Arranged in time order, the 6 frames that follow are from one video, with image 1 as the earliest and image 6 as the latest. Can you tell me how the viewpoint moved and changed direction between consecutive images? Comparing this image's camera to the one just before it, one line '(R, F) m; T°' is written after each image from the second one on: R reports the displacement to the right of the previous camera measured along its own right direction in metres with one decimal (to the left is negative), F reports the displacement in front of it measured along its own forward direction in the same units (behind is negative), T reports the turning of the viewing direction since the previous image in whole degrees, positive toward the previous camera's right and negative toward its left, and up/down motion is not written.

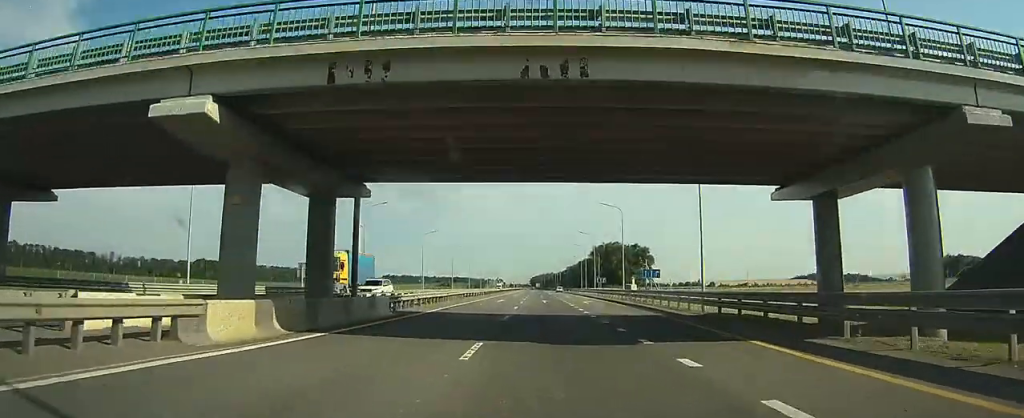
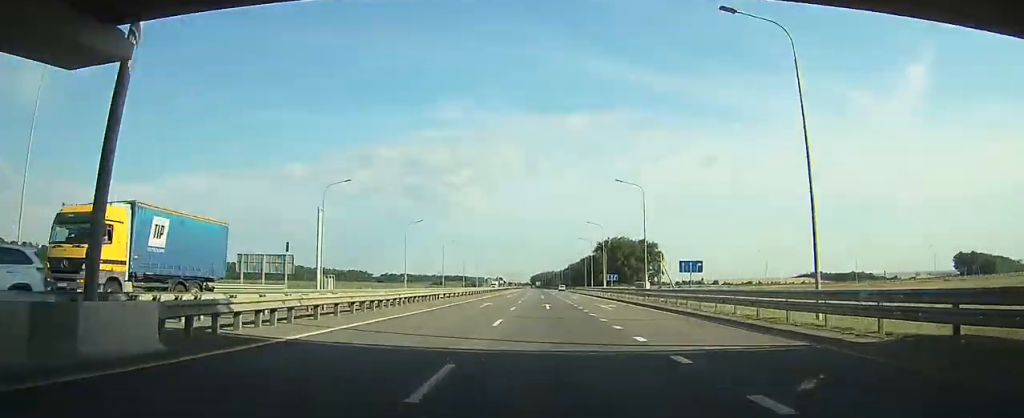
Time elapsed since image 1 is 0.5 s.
(+0.1, +15.5) m; 0°
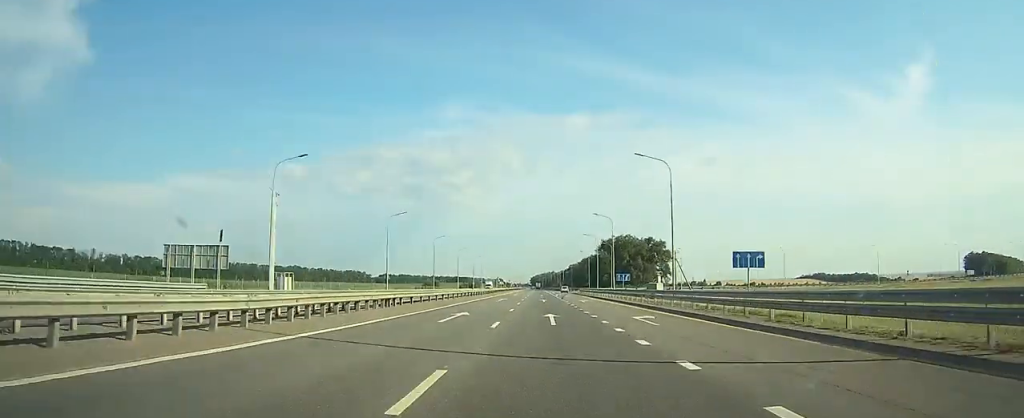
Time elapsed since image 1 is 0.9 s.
(0.0, +12.5) m; 0°
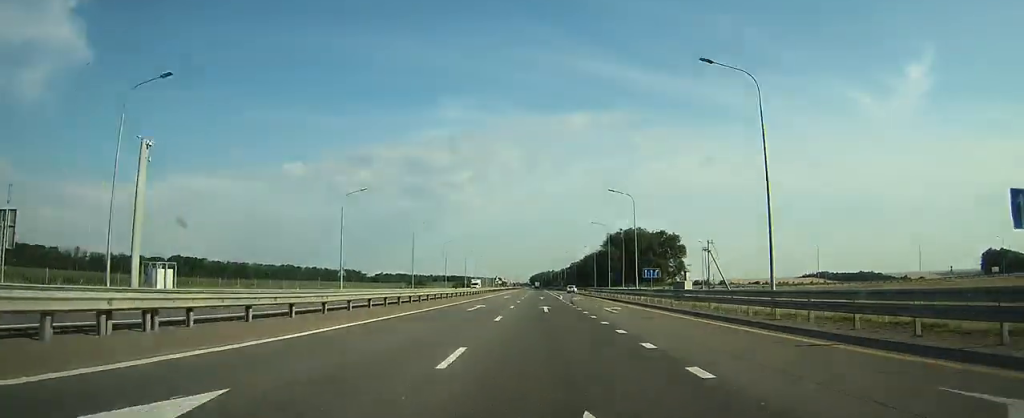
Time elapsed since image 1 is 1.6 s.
(0.0, +20.7) m; 0°
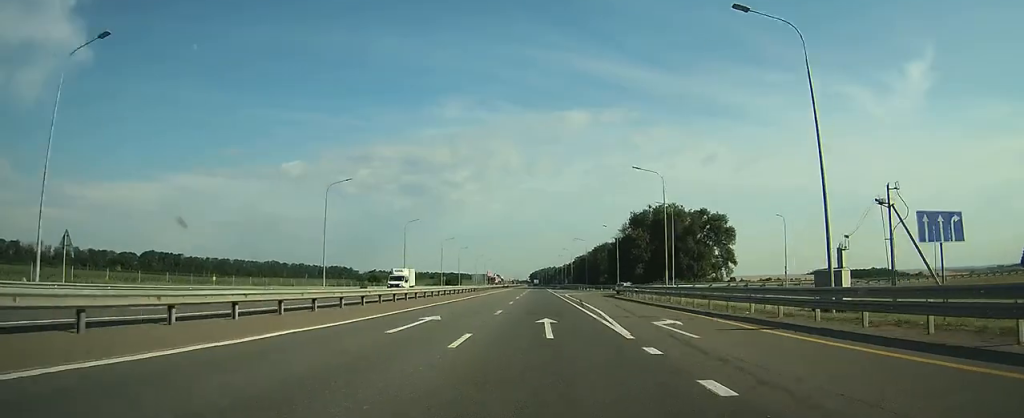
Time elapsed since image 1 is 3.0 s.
(+0.1, +45.4) m; 0°
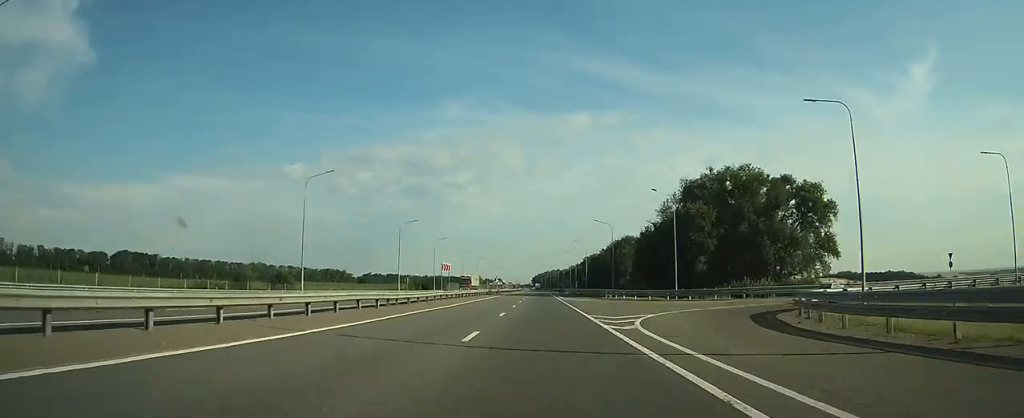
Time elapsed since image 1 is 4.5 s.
(+0.1, +46.2) m; 0°
